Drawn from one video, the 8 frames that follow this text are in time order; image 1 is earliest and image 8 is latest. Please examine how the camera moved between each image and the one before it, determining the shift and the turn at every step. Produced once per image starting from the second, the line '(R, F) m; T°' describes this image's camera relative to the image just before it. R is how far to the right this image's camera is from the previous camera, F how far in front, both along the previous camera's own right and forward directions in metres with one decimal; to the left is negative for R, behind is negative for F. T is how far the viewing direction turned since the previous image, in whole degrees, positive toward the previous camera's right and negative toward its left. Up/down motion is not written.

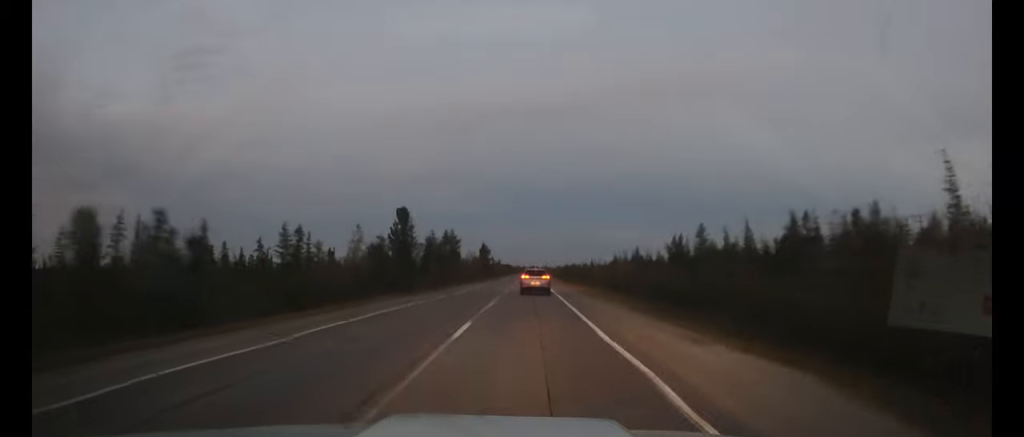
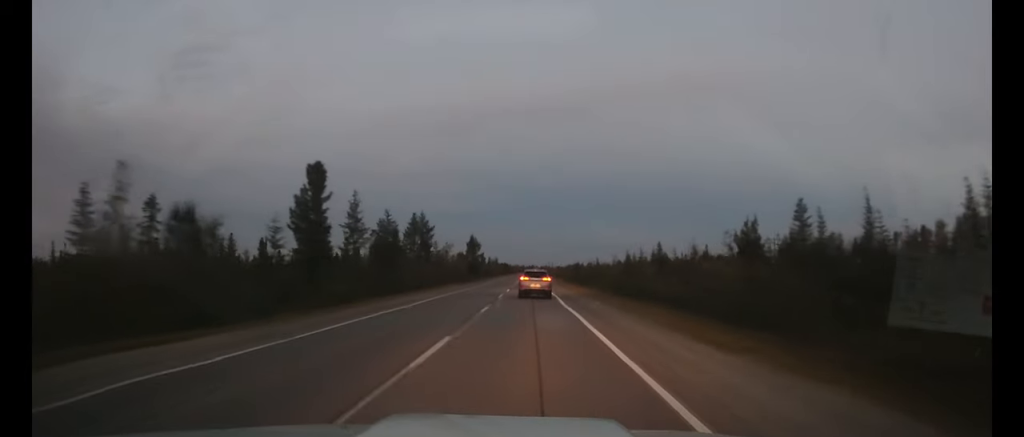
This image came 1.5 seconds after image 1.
(0.0, +27.7) m; 0°
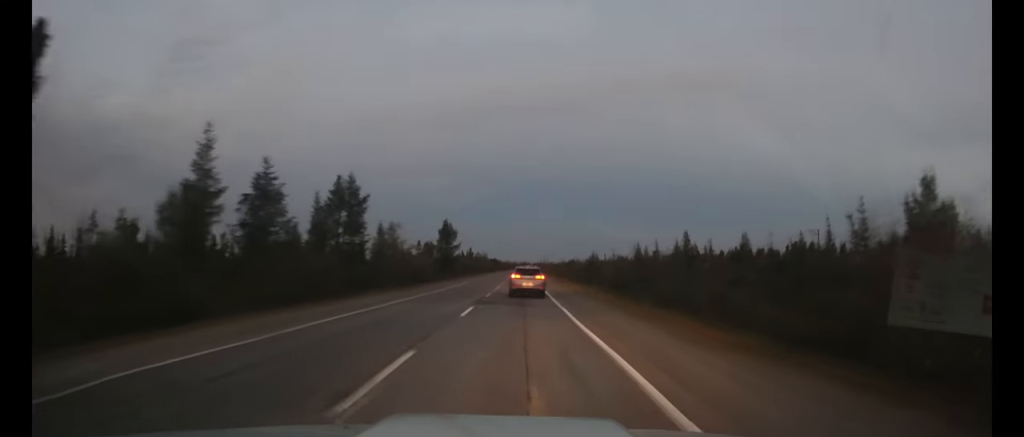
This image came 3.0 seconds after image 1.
(0.0, +27.7) m; 0°
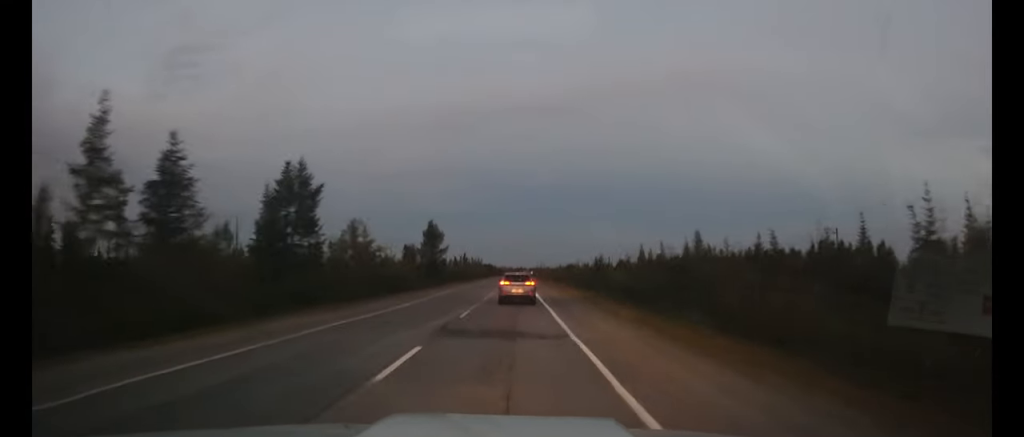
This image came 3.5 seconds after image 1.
(0.0, +9.7) m; 0°
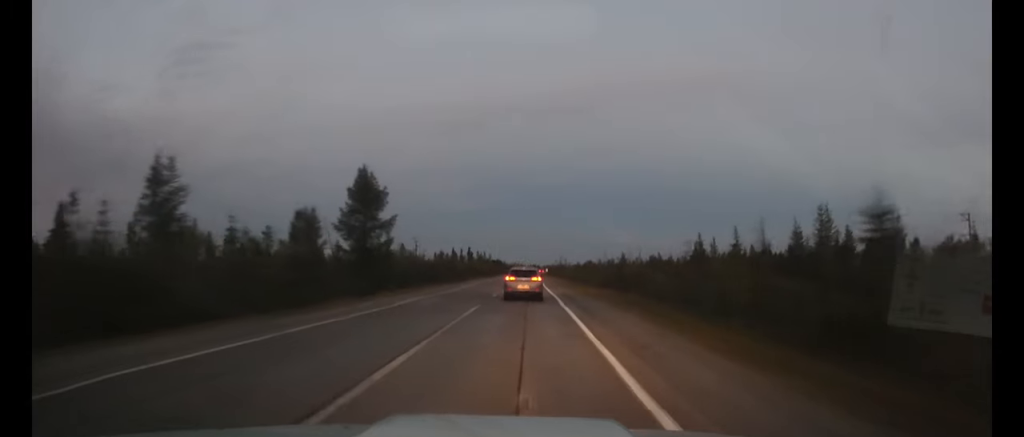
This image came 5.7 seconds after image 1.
(0.0, +38.7) m; 0°
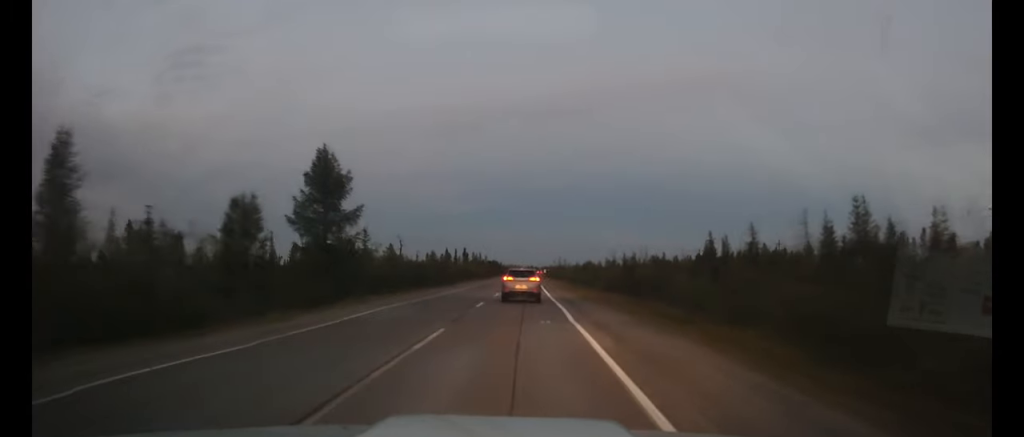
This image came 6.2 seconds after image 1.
(0.0, +7.8) m; 0°
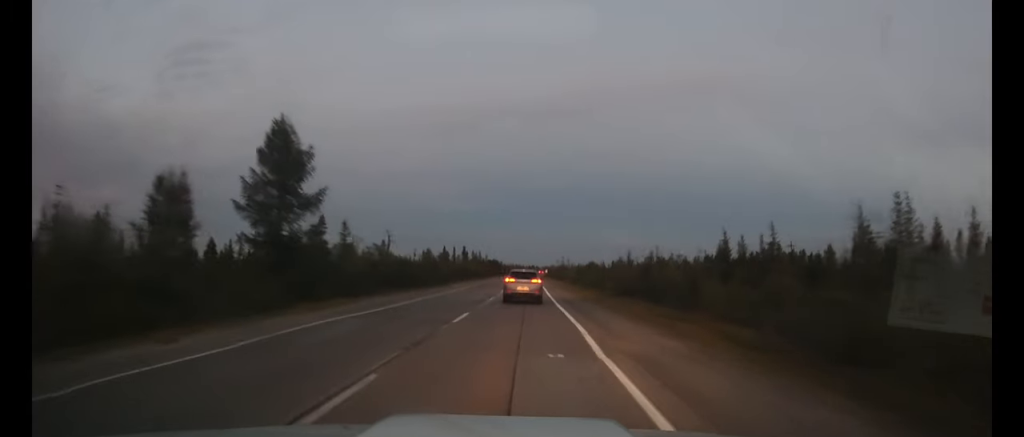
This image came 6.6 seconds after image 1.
(0.0, +6.7) m; 0°
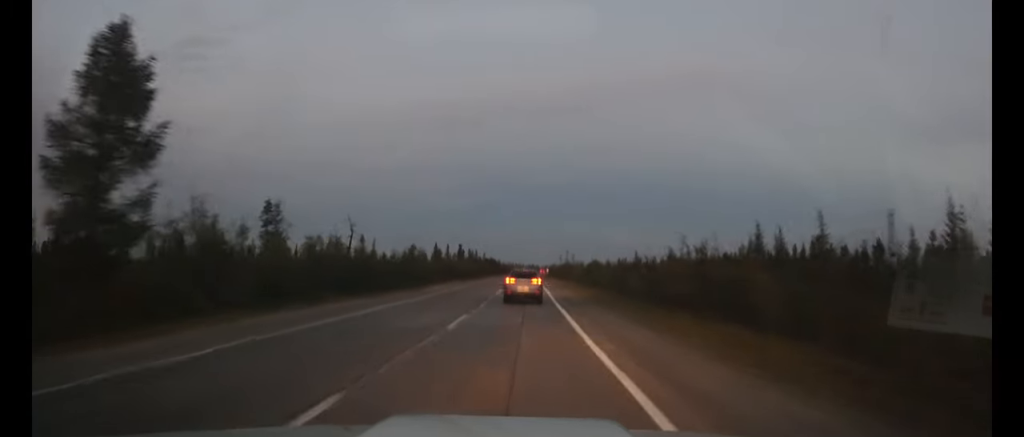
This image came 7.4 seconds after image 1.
(0.0, +13.6) m; 0°
